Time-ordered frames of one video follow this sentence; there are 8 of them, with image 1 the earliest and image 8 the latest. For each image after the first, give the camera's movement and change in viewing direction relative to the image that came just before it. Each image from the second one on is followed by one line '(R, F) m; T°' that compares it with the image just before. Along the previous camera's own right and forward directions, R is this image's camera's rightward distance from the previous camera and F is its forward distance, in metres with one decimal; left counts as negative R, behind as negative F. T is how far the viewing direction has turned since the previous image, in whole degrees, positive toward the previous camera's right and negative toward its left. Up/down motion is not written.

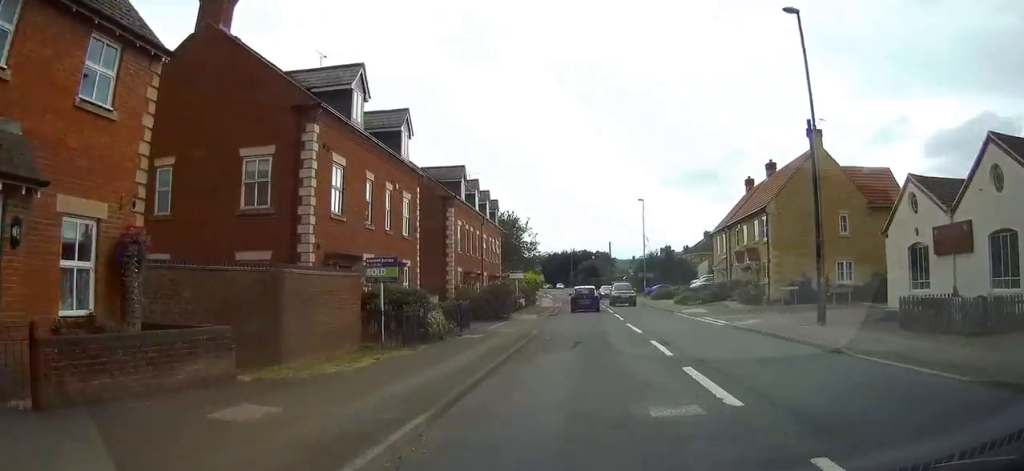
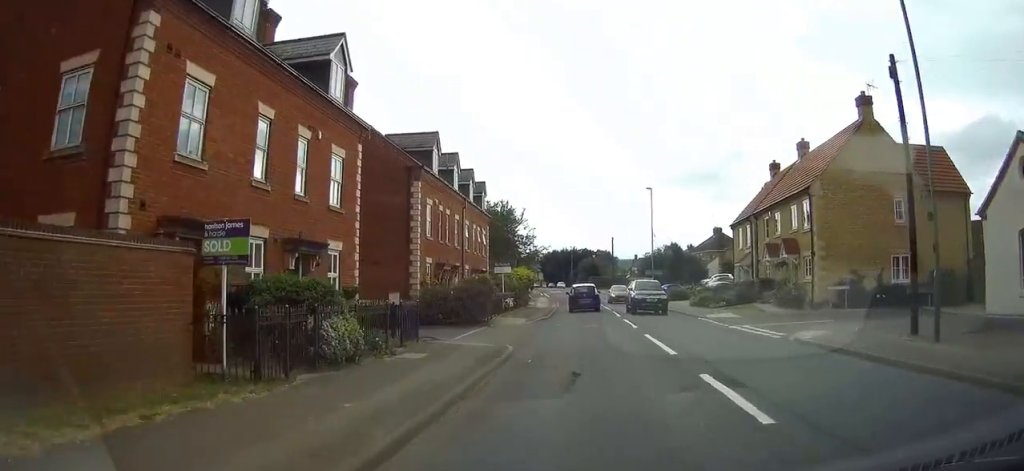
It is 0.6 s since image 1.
(+0.1, +7.7) m; 0°
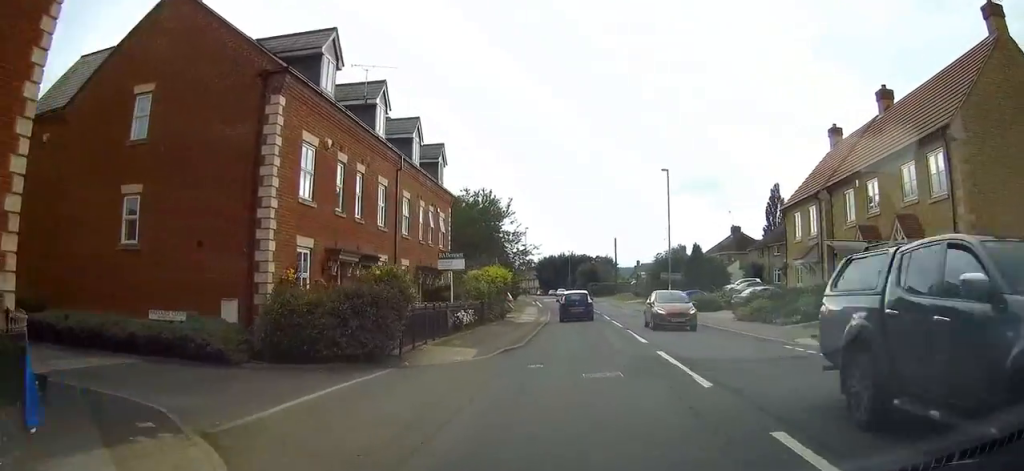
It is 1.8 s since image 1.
(-0.1, +13.6) m; 0°
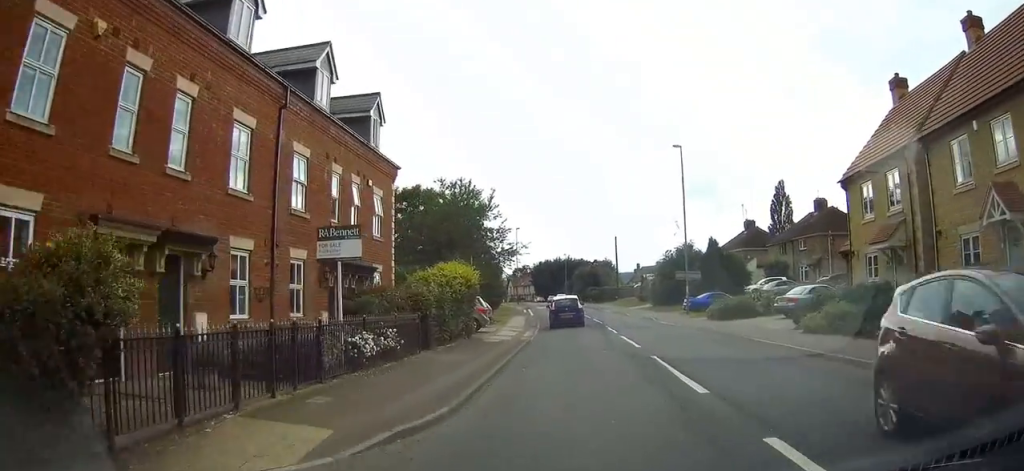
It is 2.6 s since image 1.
(+0.1, +9.9) m; 0°
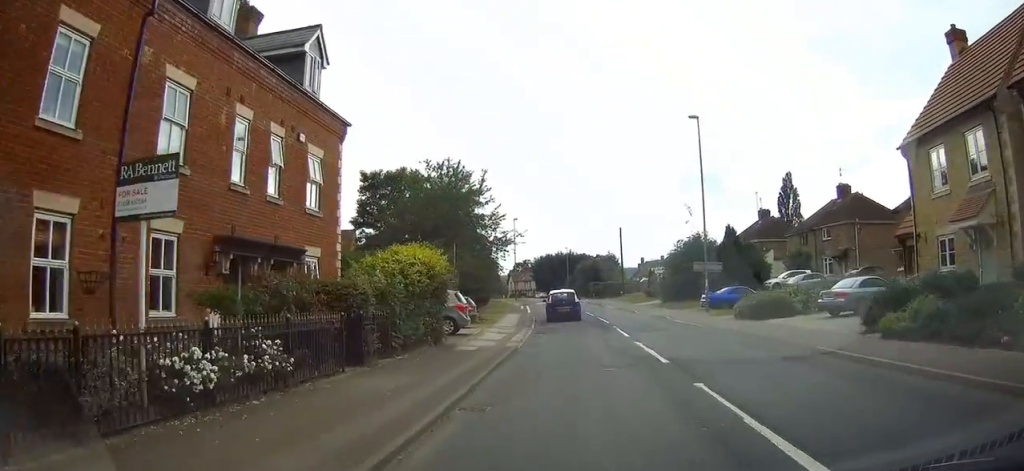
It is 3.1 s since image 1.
(0.0, +6.0) m; 0°
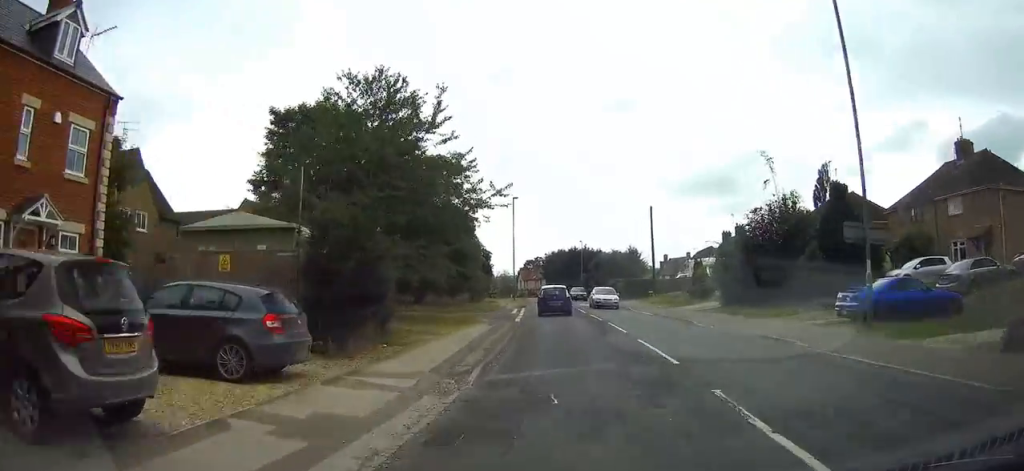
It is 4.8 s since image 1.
(-0.1, +20.1) m; -1°
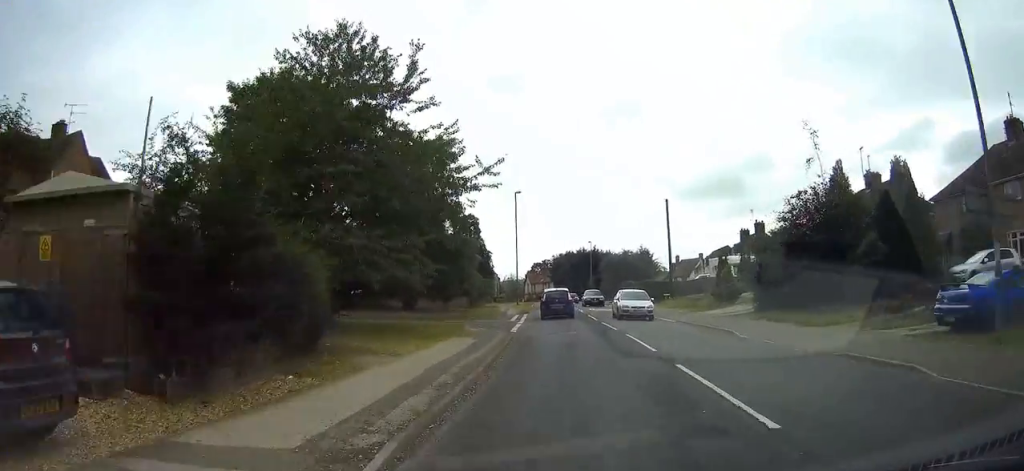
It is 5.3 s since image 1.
(0.0, +5.9) m; -1°
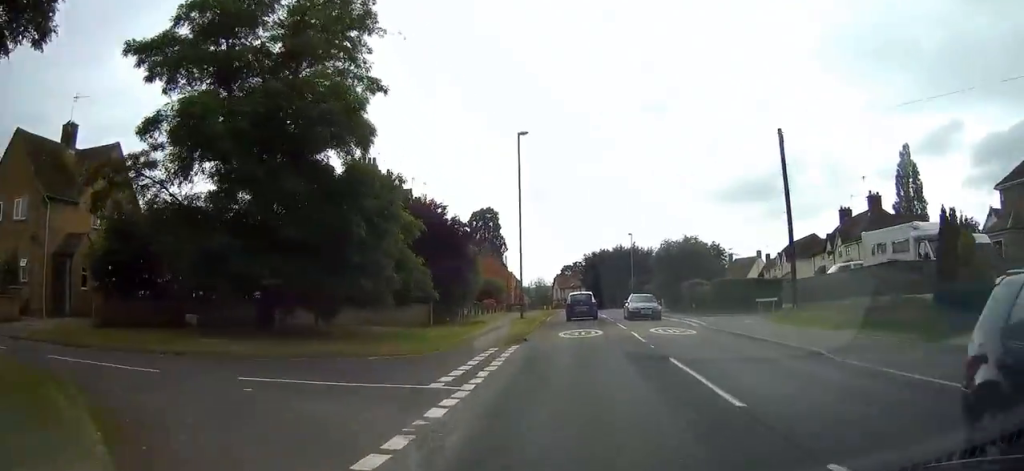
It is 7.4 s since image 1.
(-0.4, +25.1) m; -2°
